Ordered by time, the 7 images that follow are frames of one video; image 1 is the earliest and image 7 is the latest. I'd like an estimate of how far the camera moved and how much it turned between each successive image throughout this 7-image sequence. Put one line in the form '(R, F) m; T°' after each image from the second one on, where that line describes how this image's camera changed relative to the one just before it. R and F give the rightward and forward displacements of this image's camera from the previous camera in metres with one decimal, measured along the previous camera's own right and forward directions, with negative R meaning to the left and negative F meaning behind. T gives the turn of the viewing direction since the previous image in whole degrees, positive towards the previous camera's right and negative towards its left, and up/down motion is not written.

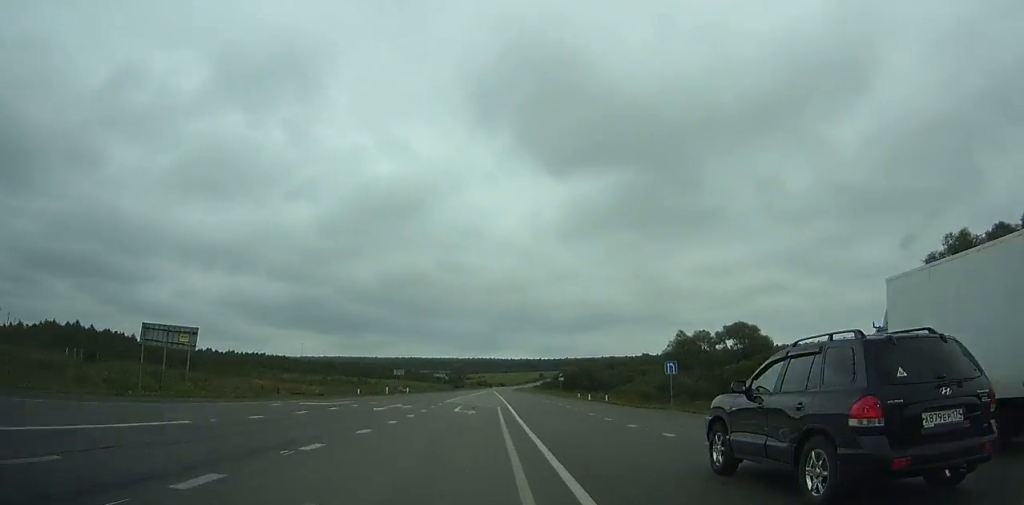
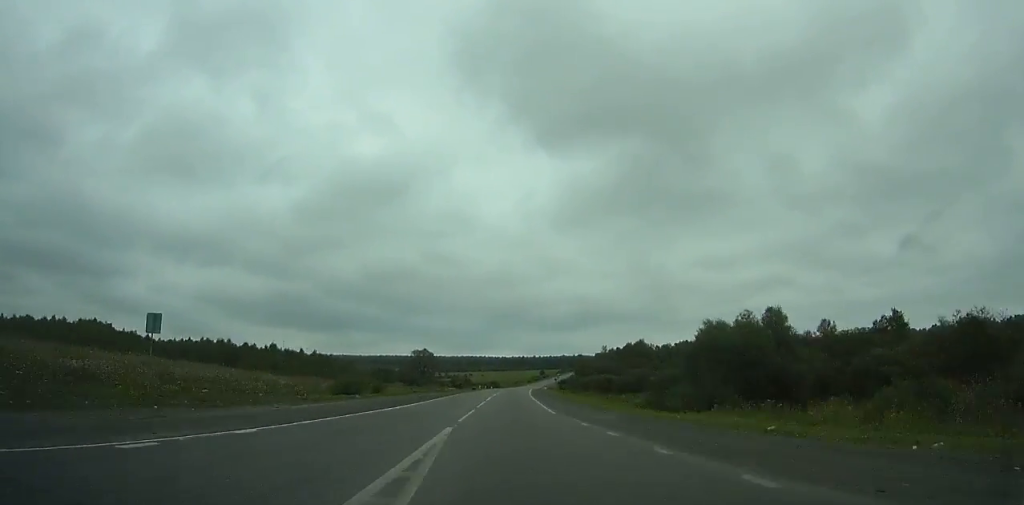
(+2.4, +116.7) m; +2°
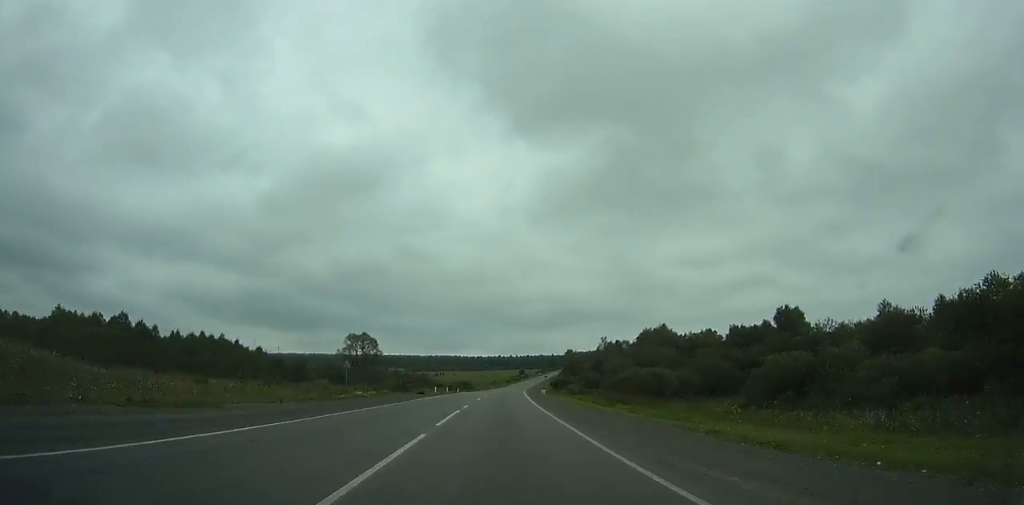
(+0.5, +47.3) m; +2°
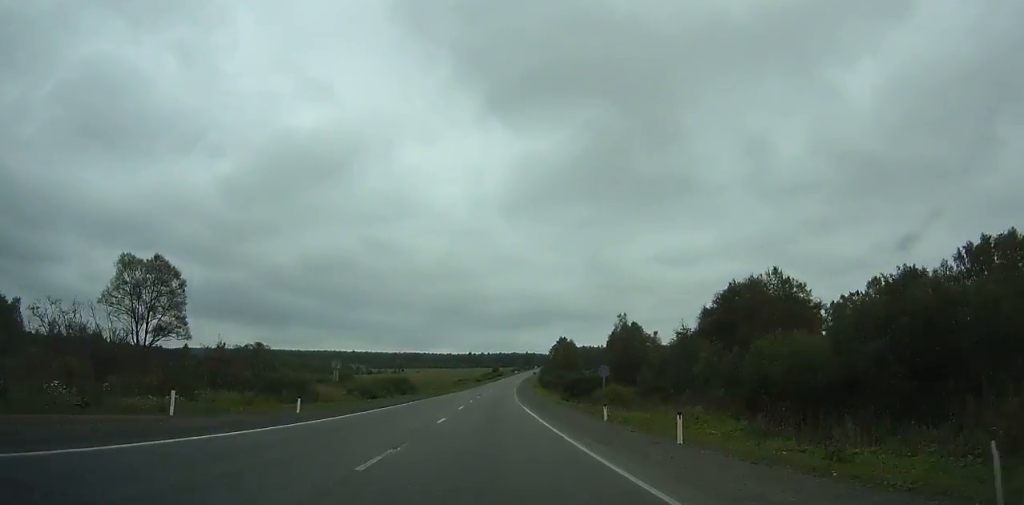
(+1.3, +64.0) m; +2°
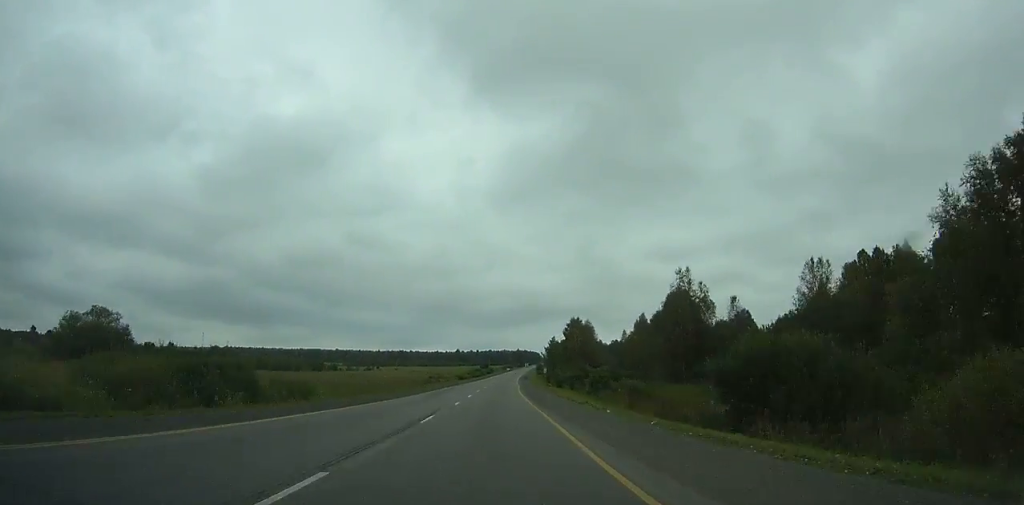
(+0.7, +49.2) m; +2°
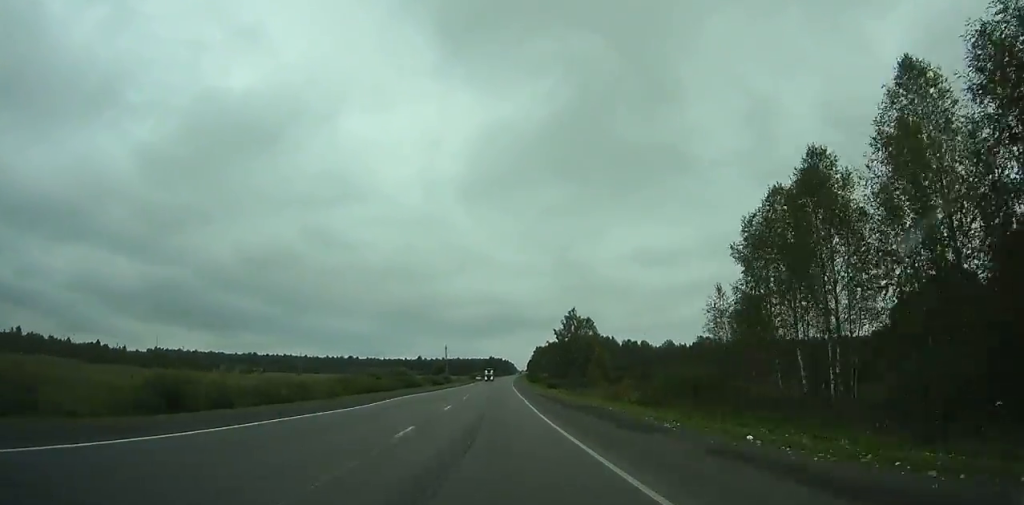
(+3.9, +132.7) m; +3°
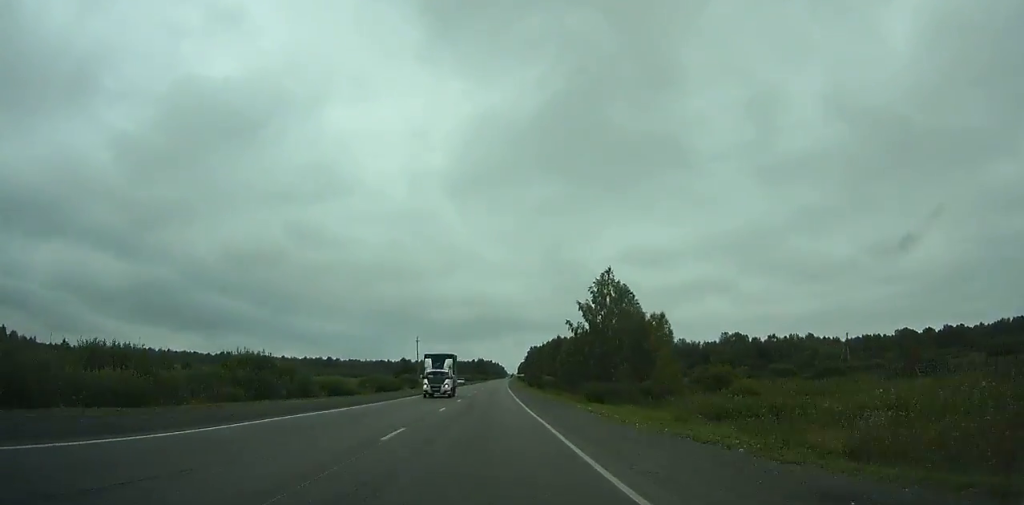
(+0.3, +47.6) m; +1°
